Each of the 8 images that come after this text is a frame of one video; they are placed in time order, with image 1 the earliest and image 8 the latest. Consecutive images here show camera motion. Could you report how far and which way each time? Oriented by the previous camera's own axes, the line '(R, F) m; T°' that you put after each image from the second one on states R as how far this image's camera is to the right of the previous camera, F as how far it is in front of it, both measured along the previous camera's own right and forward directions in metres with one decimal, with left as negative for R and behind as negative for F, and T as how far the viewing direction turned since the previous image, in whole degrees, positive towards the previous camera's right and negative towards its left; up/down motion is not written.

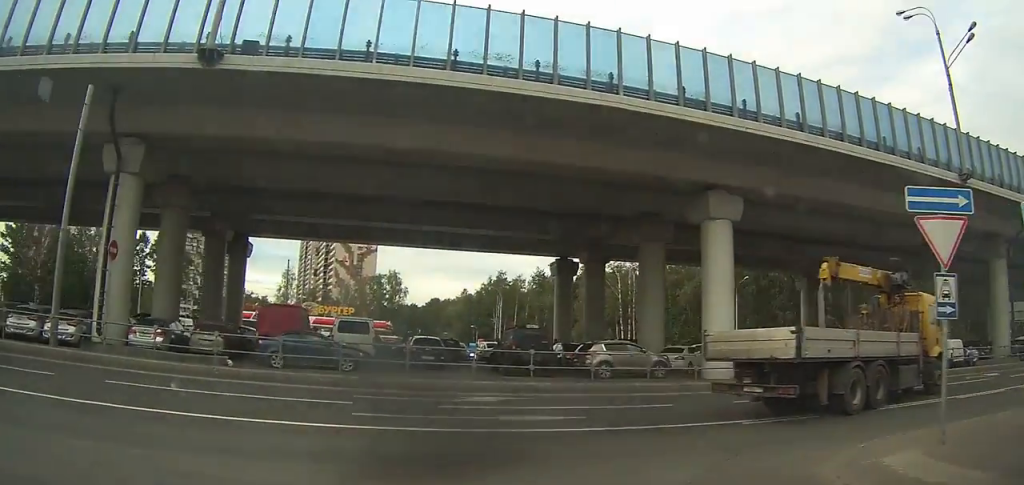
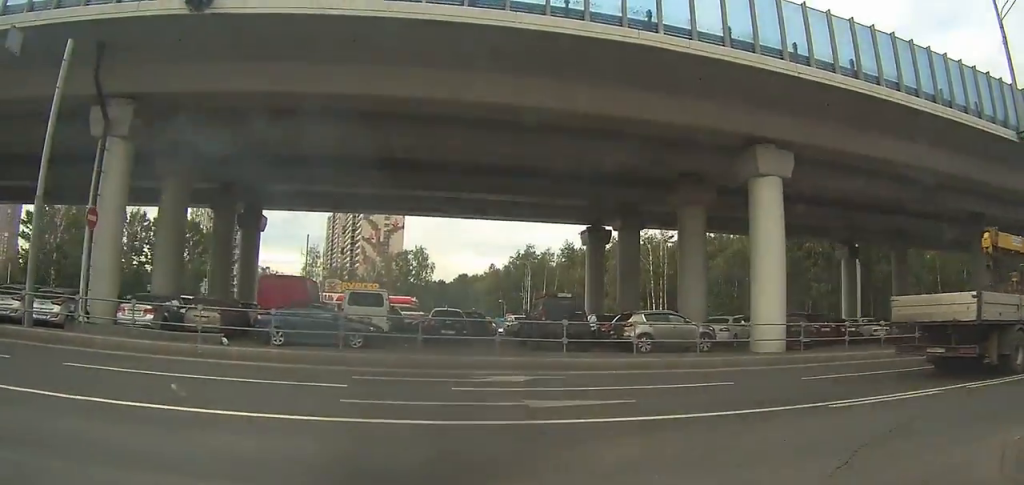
(-0.3, +2.3) m; -1°
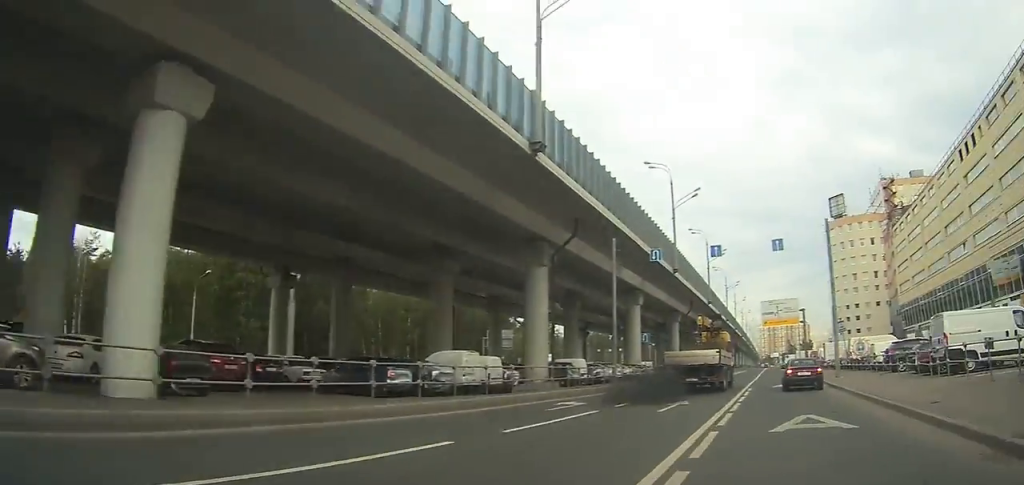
(+3.5, +9.7) m; +39°
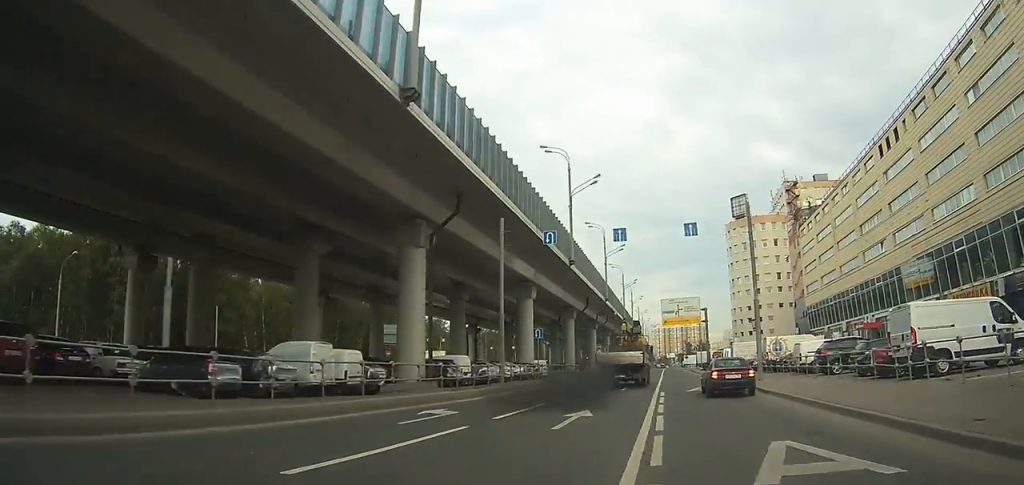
(+0.4, +4.6) m; +11°
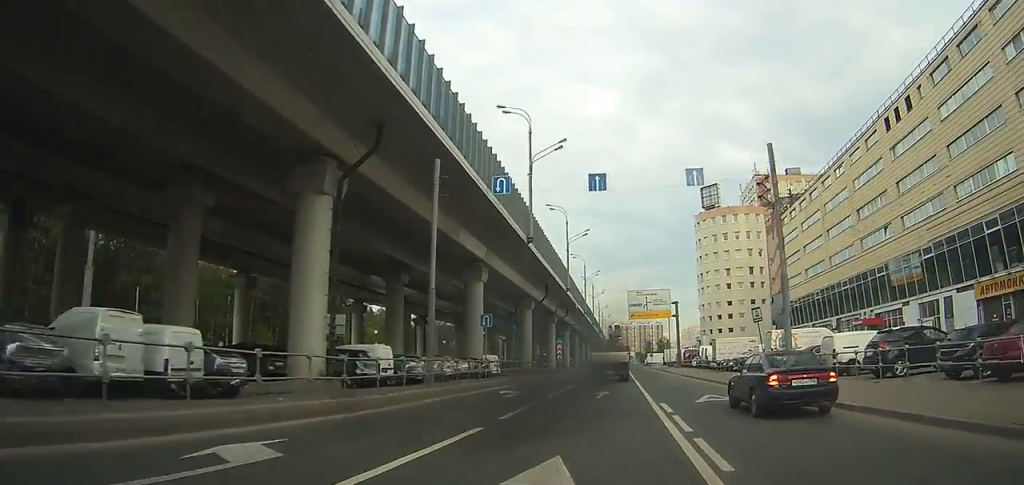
(+0.8, +8.2) m; +6°
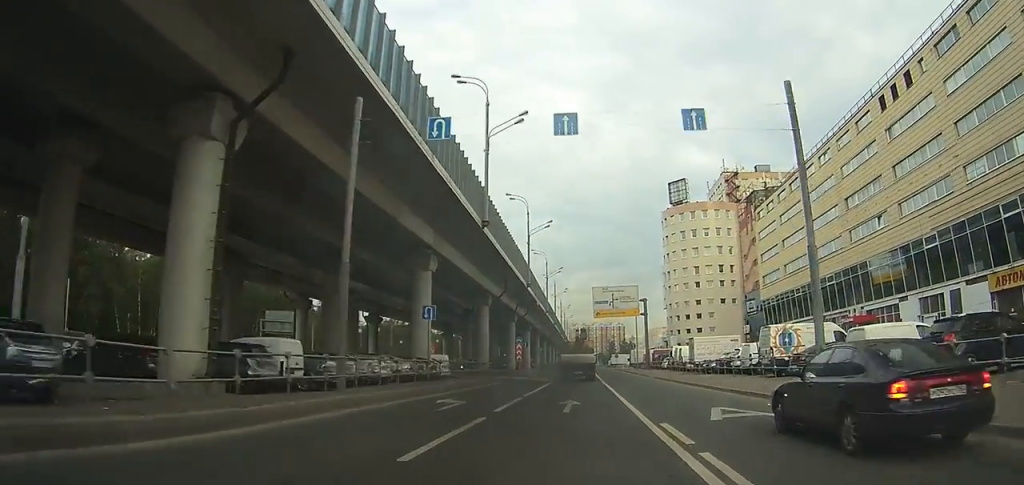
(+0.2, +5.9) m; +2°
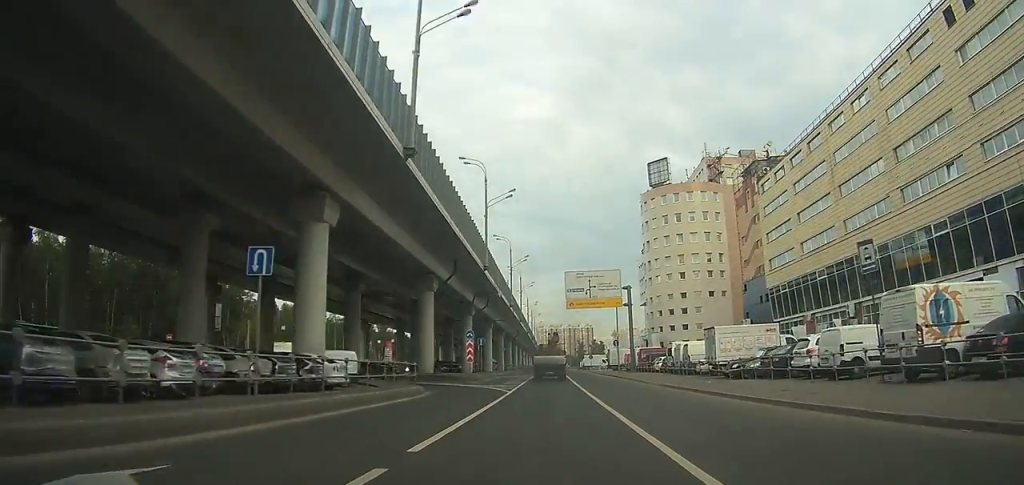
(+0.2, +14.0) m; +2°
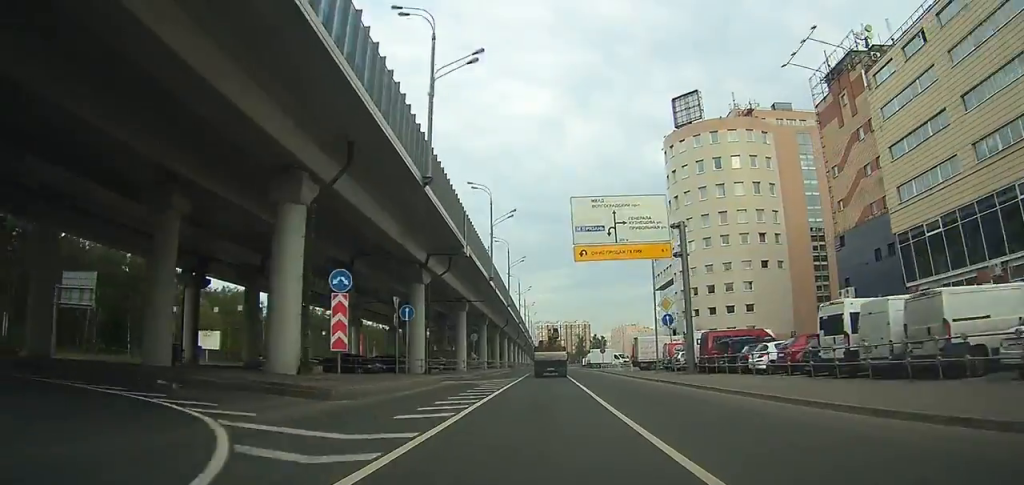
(+0.6, +26.4) m; +1°
